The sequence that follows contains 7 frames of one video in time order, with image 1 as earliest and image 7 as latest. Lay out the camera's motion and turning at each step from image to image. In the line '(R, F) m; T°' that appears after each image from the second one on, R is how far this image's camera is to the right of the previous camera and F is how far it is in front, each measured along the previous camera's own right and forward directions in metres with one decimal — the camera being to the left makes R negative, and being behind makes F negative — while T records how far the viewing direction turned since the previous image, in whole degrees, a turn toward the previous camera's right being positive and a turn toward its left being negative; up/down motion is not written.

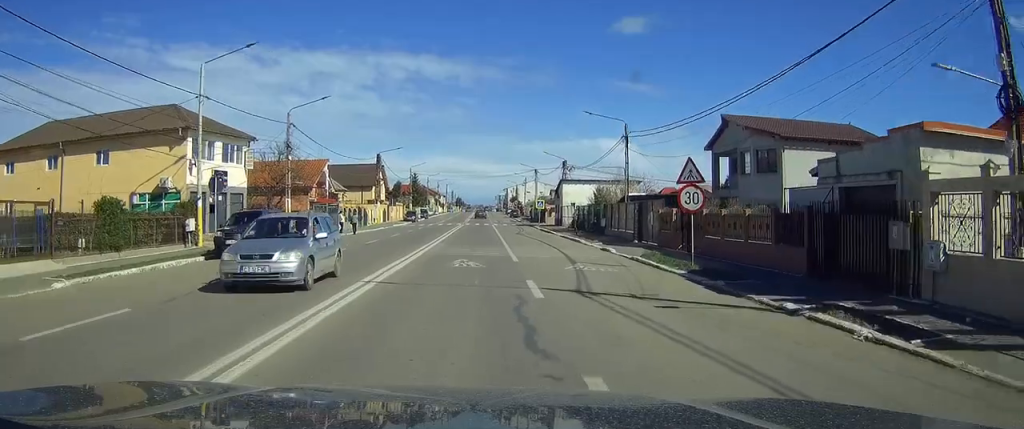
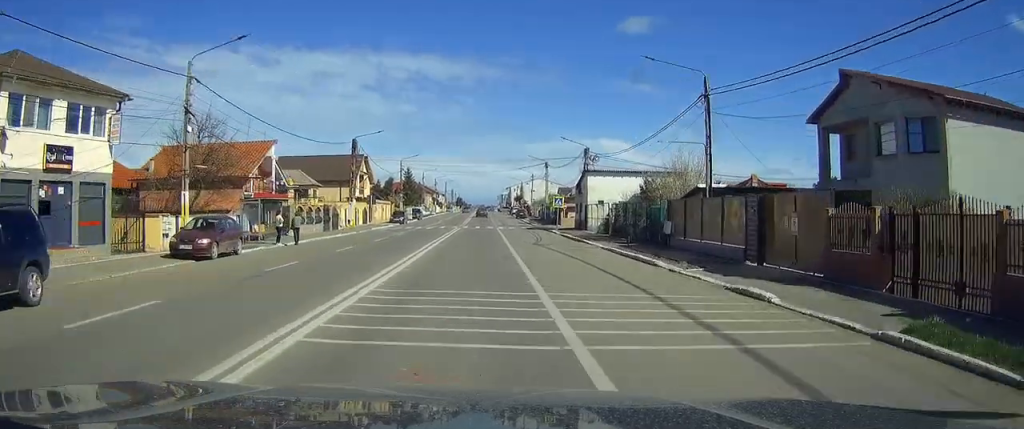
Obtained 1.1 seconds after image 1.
(-0.1, +16.9) m; 0°
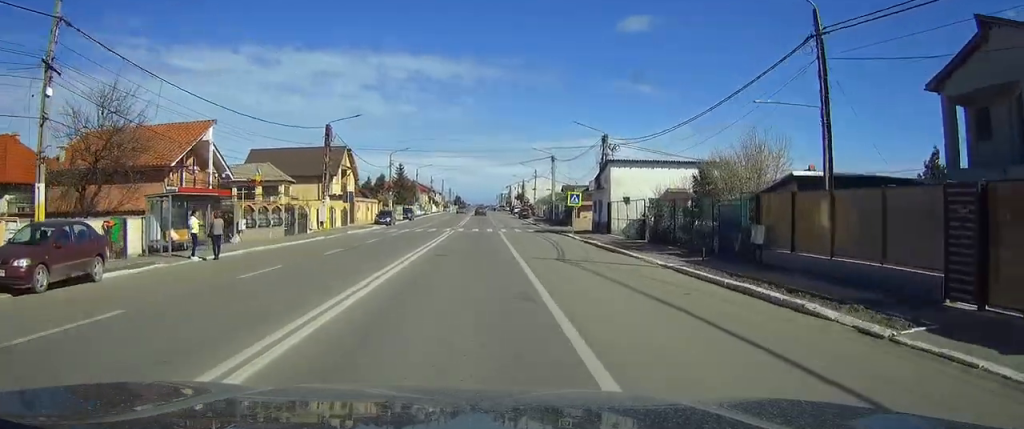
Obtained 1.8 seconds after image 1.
(0.0, +11.0) m; 0°
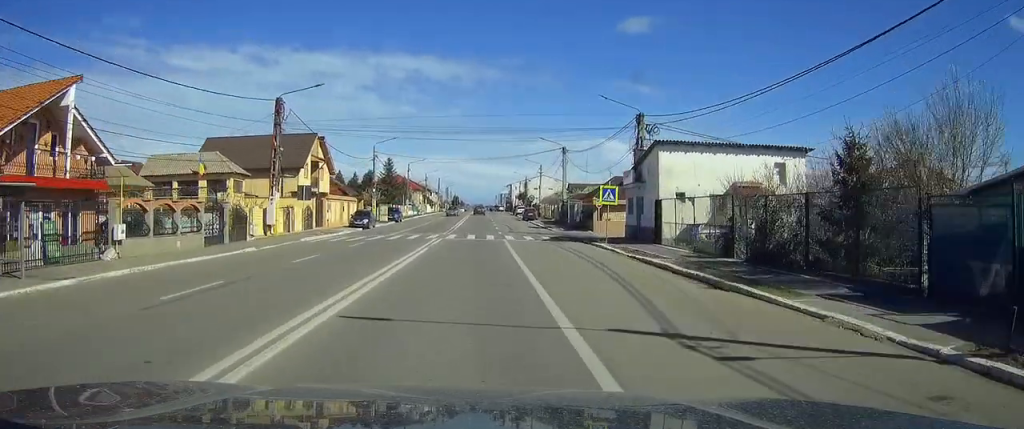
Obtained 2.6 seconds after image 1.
(0.0, +13.6) m; 0°
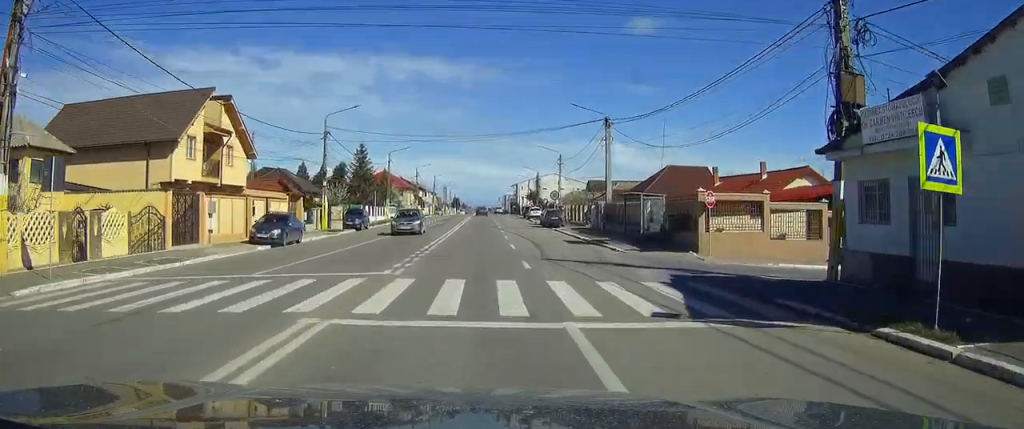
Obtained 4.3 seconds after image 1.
(0.0, +26.2) m; -1°
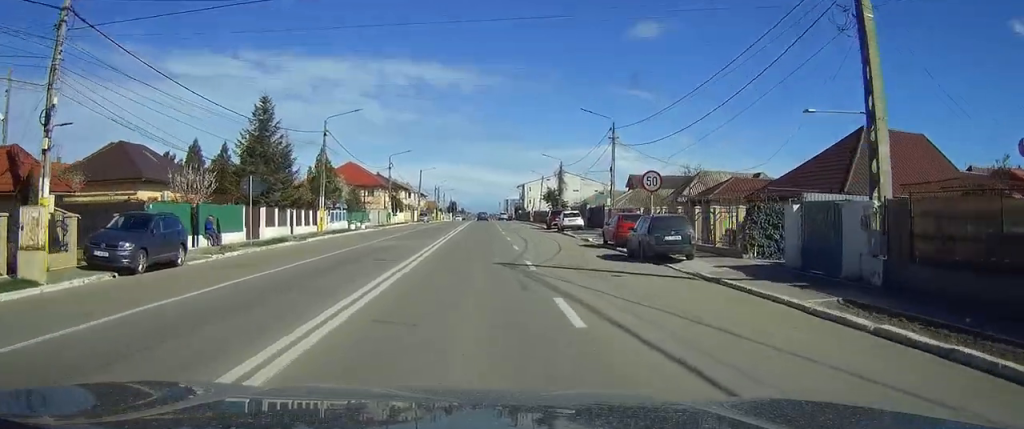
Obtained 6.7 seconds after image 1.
(-0.1, +36.4) m; +1°
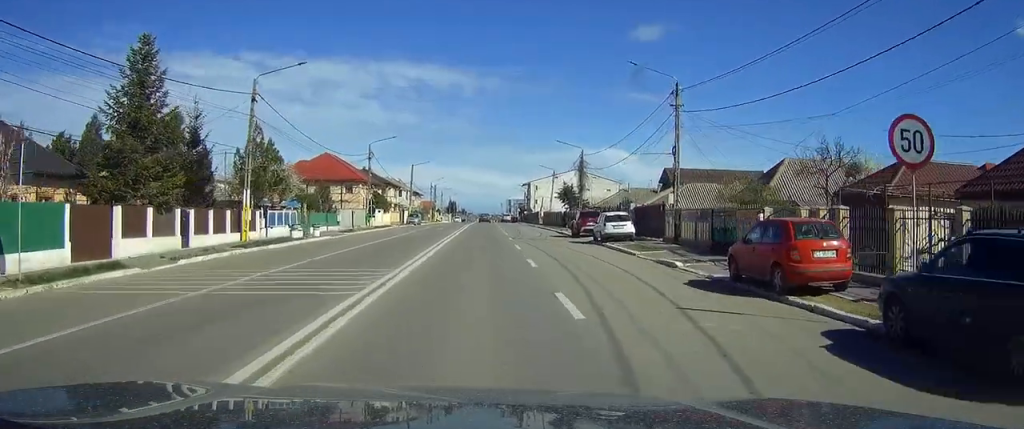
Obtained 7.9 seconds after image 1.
(0.0, +17.2) m; 0°
